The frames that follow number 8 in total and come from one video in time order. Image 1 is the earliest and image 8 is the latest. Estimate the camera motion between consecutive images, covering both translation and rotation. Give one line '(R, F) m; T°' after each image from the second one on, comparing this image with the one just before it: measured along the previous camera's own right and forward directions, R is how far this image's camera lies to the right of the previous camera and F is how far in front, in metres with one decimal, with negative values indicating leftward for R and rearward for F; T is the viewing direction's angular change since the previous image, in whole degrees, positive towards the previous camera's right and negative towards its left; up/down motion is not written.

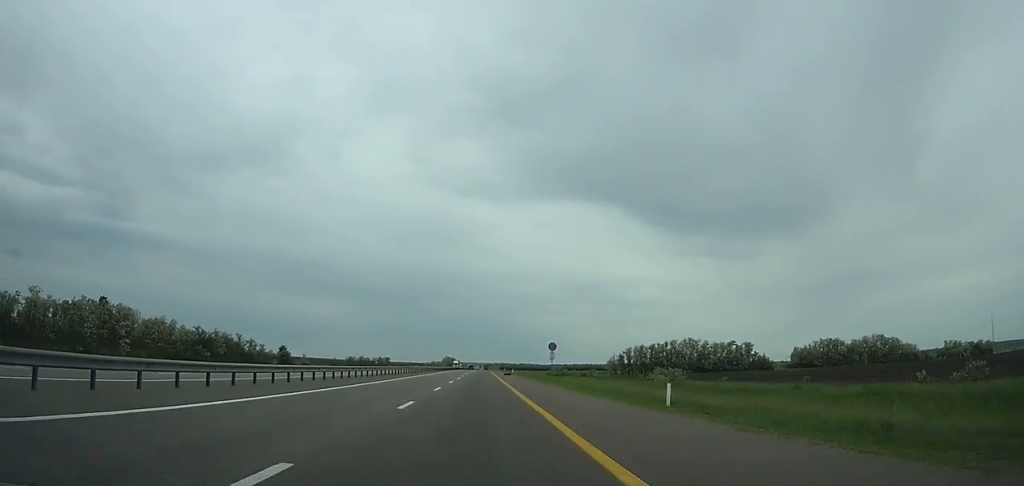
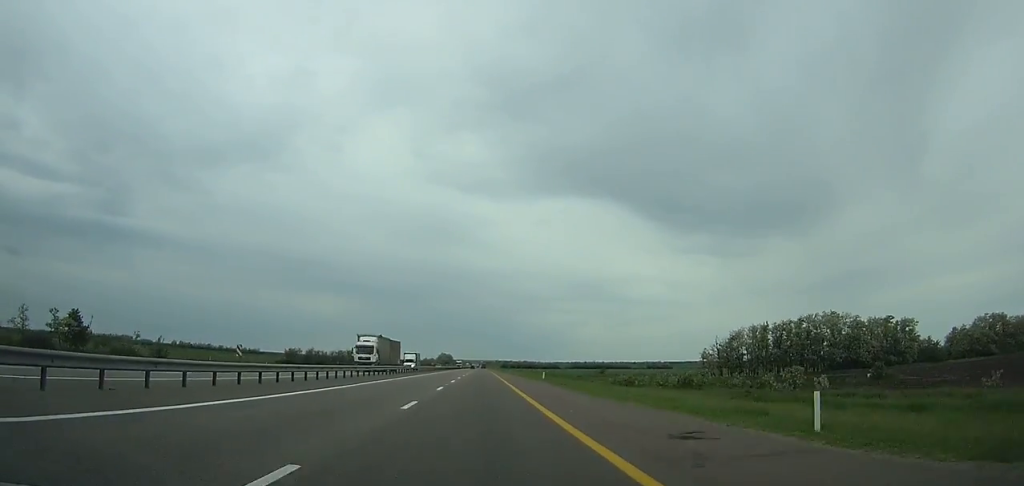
(0.0, +111.2) m; 0°
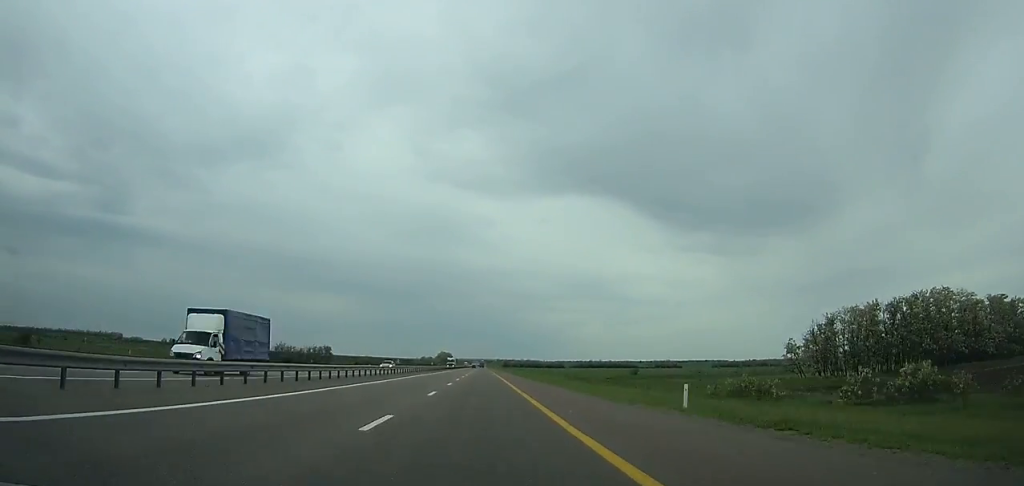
(0.0, +40.4) m; 0°
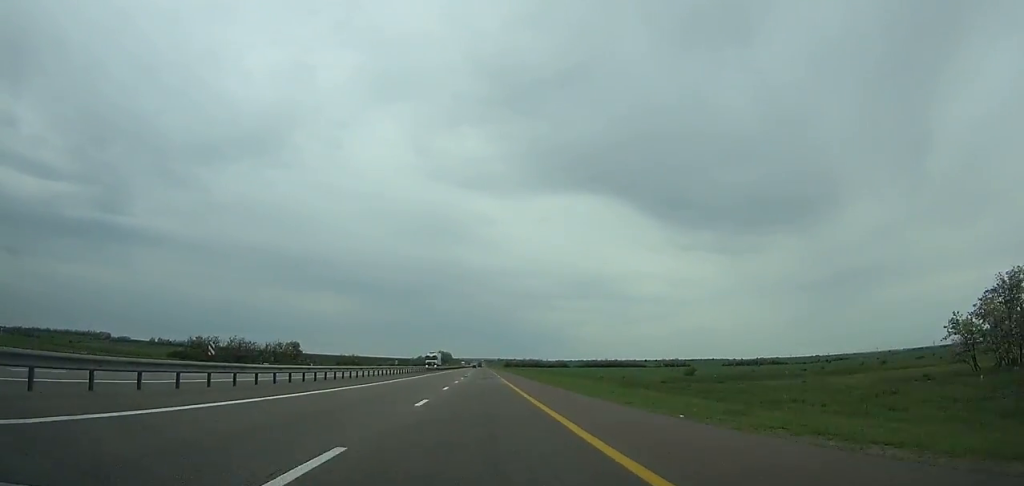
(0.0, +39.1) m; 0°
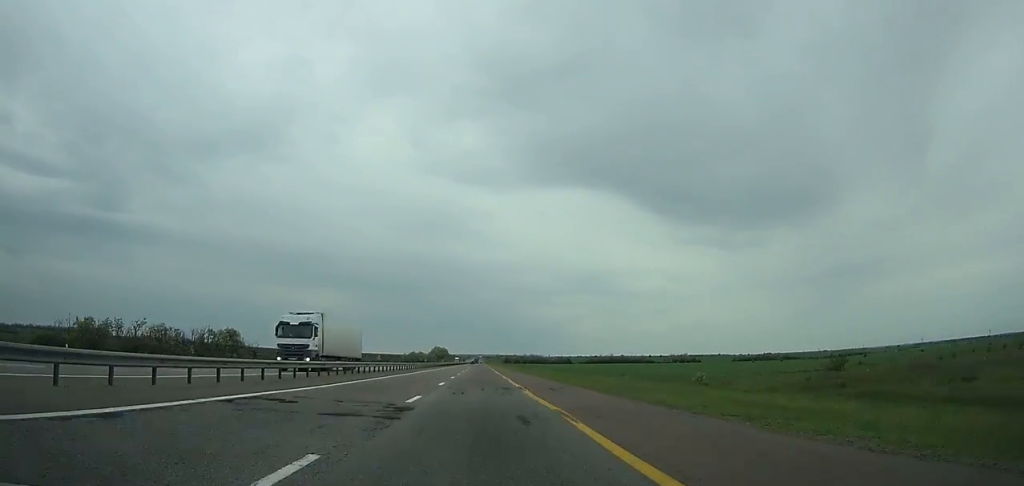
(0.0, +46.0) m; 0°
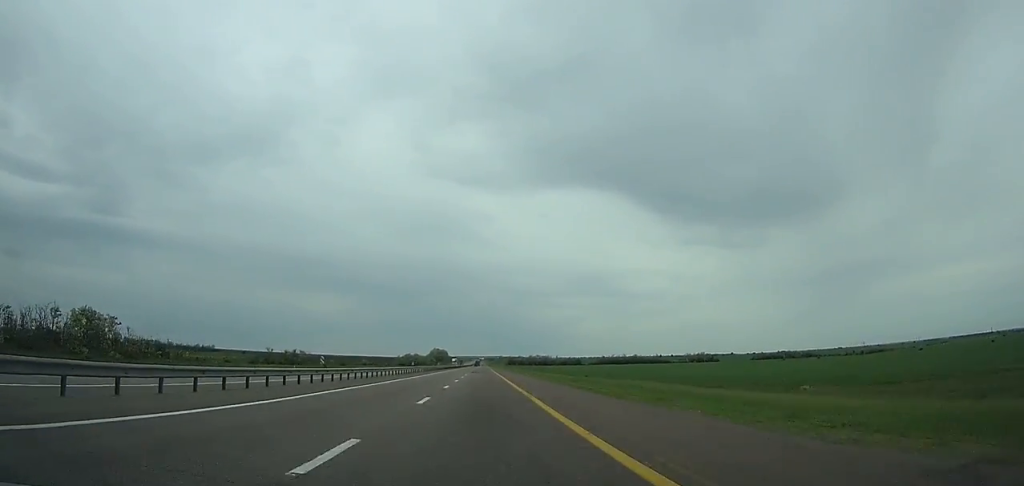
(+0.1, +54.5) m; 0°
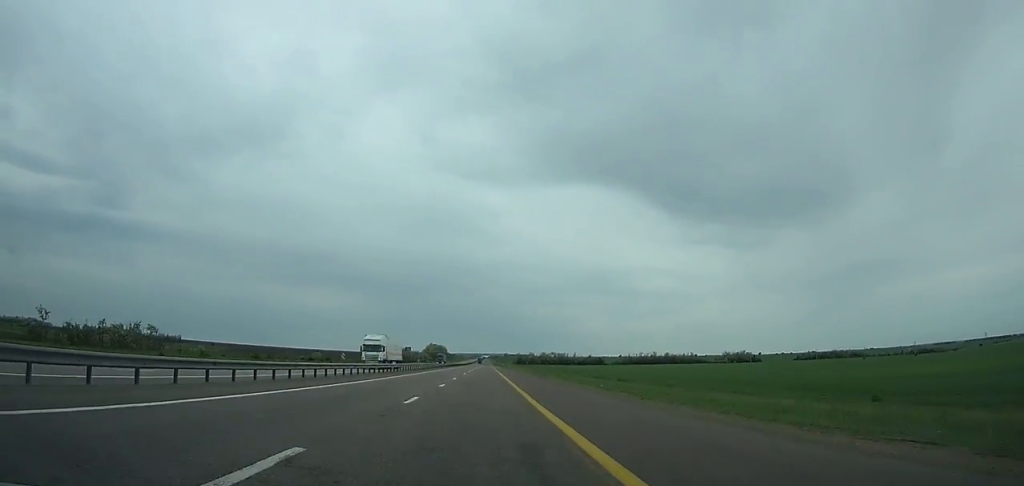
(0.0, +111.4) m; 0°
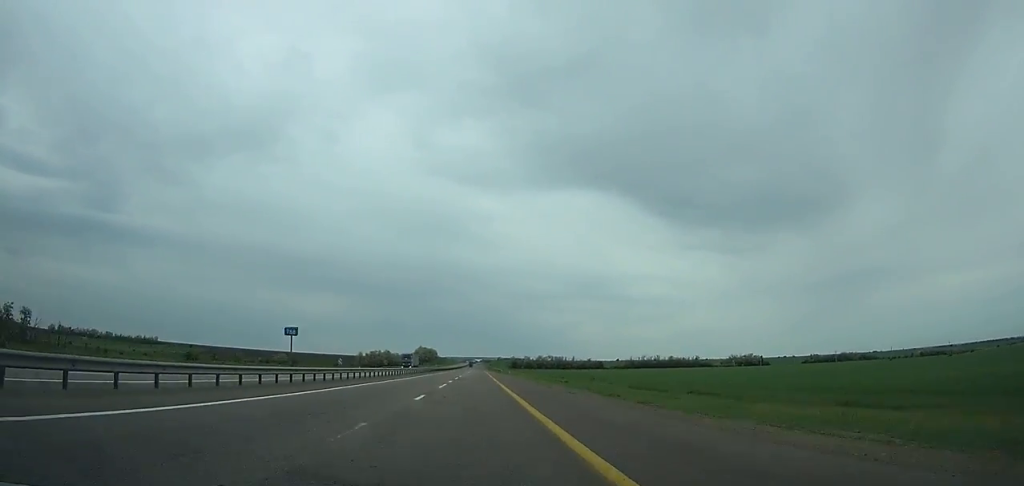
(0.0, +38.2) m; 0°
